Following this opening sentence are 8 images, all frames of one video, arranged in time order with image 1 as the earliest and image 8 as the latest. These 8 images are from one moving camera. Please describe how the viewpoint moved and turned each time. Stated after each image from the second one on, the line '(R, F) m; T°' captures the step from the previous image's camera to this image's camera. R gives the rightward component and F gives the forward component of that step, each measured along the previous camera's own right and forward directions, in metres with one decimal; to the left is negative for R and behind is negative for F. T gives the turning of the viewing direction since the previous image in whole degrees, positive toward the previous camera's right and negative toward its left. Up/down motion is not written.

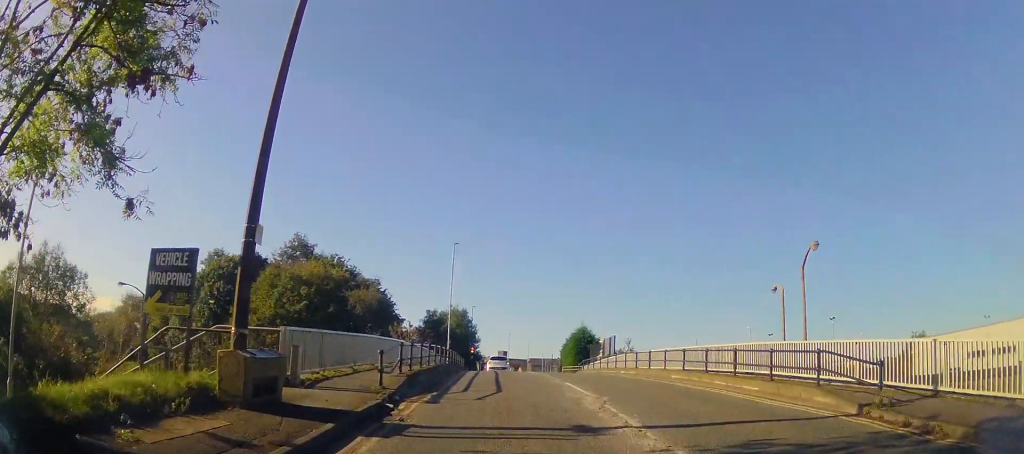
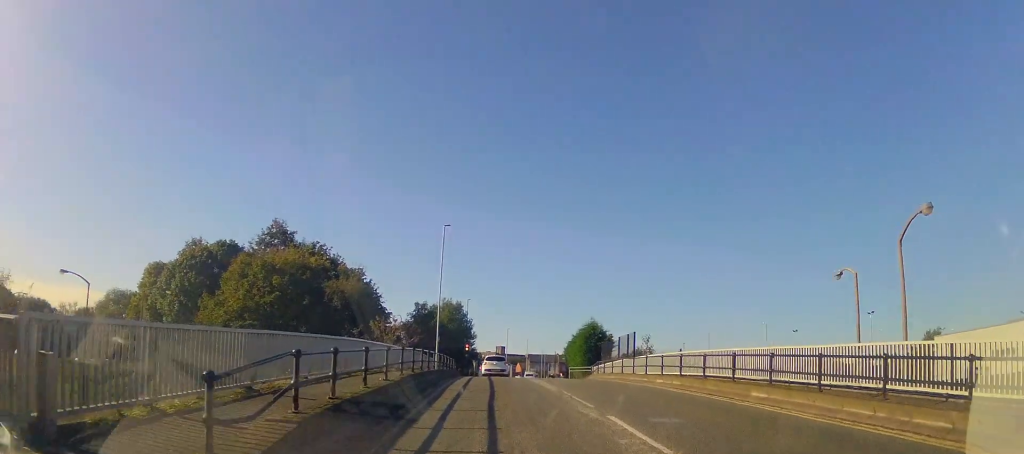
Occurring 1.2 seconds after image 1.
(+0.2, +6.4) m; +2°
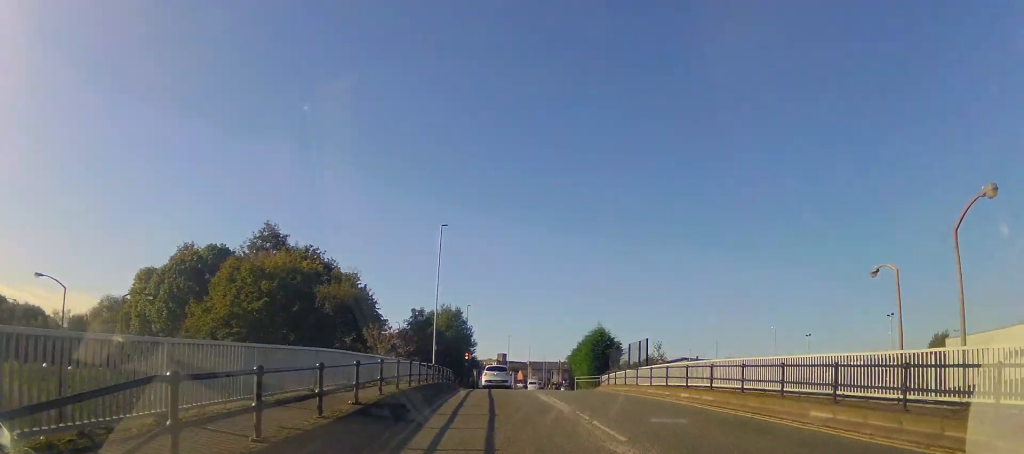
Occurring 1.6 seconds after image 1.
(0.0, +2.6) m; 0°
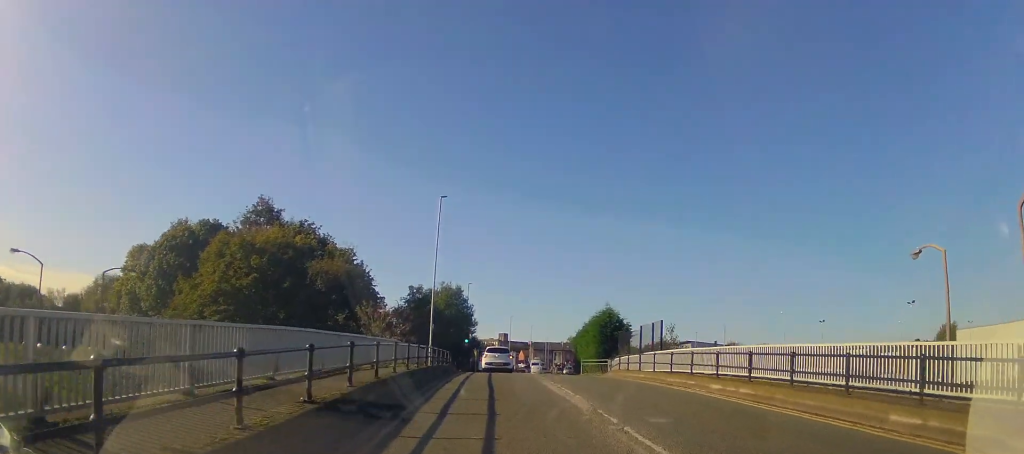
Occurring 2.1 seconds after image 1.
(0.0, +2.5) m; 0°
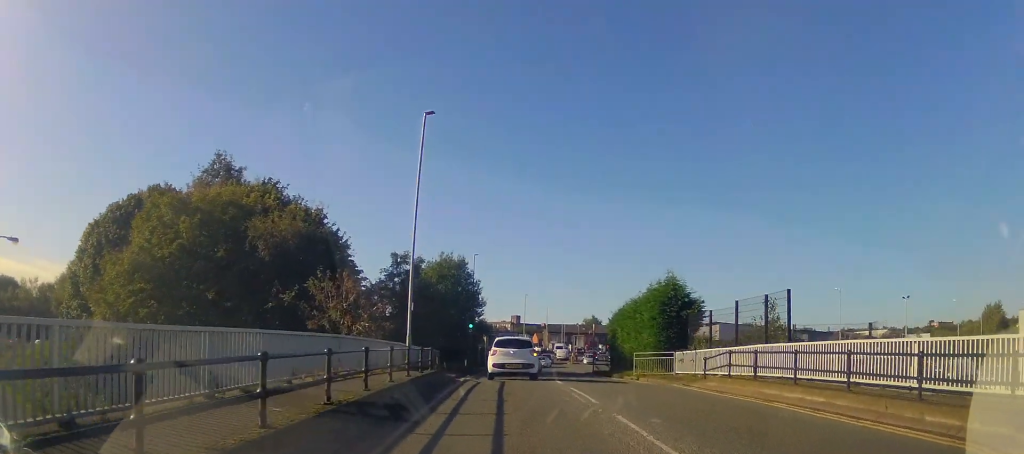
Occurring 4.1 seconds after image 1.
(0.0, +11.7) m; 0°
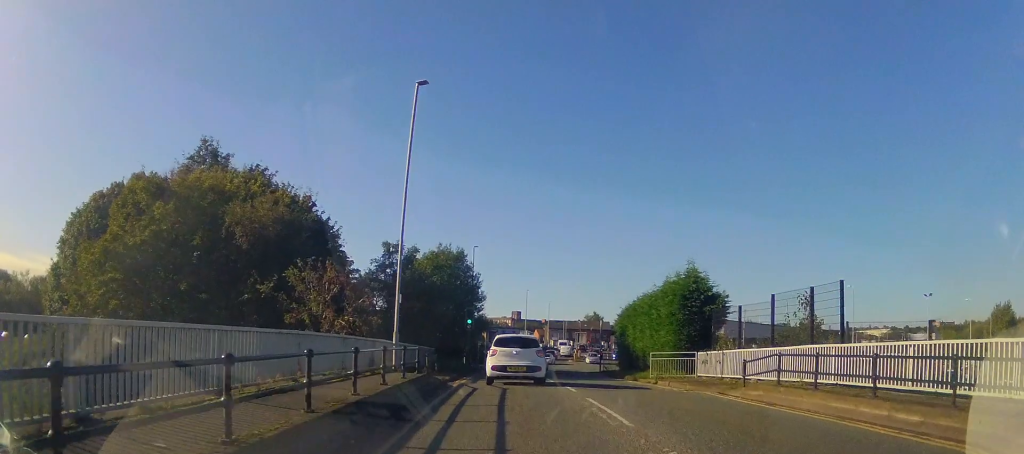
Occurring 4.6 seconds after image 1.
(0.0, +2.9) m; -1°
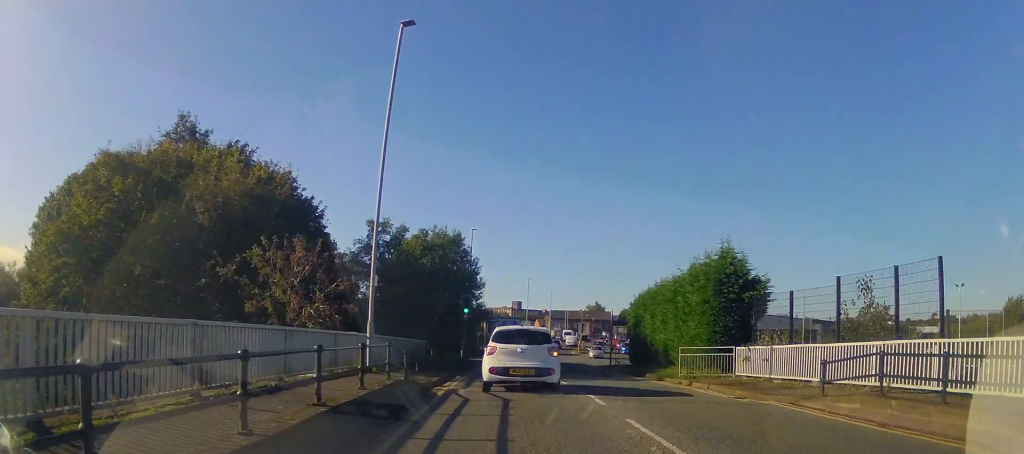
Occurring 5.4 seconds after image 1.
(-0.1, +4.1) m; 0°
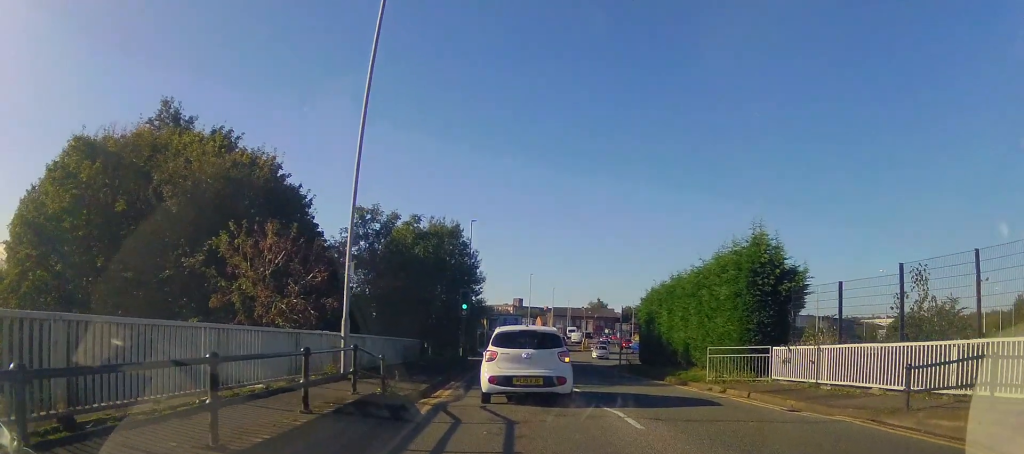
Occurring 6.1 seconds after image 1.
(-0.1, +3.2) m; +1°
